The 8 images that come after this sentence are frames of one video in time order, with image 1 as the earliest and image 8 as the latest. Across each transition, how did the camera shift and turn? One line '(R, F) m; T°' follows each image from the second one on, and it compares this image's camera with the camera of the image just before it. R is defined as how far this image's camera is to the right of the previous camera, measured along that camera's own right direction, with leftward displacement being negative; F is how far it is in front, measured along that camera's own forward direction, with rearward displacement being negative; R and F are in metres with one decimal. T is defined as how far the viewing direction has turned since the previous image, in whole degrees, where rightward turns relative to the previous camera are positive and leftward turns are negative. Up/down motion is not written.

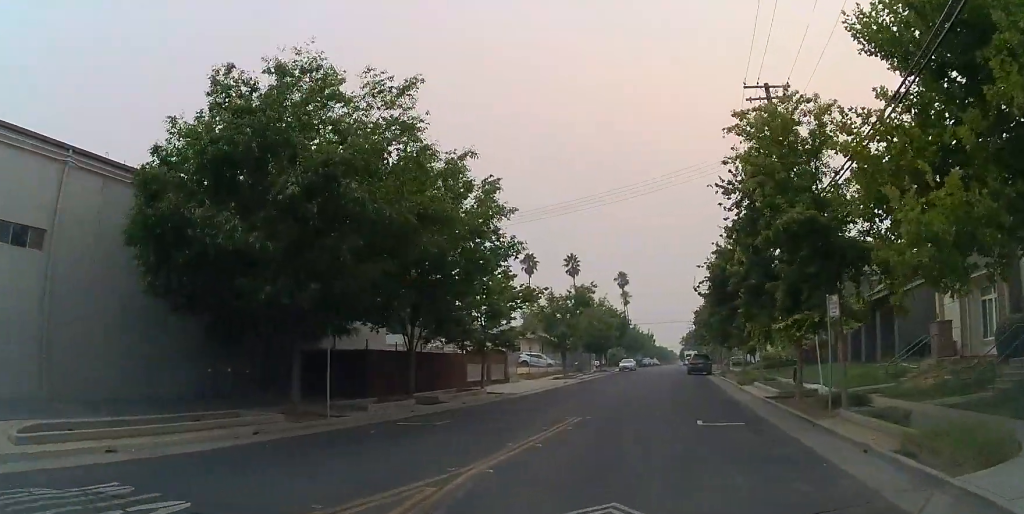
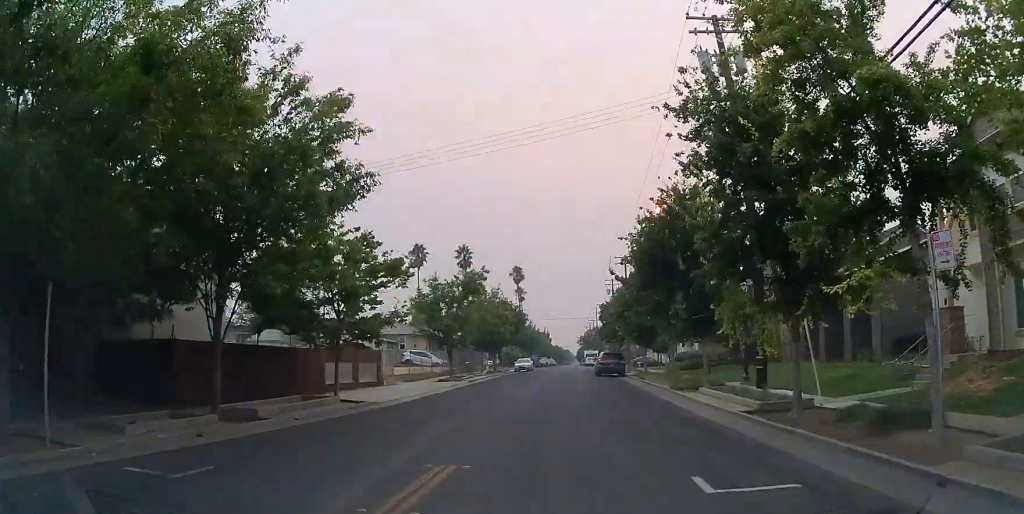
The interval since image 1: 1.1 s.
(+0.9, +6.0) m; +8°
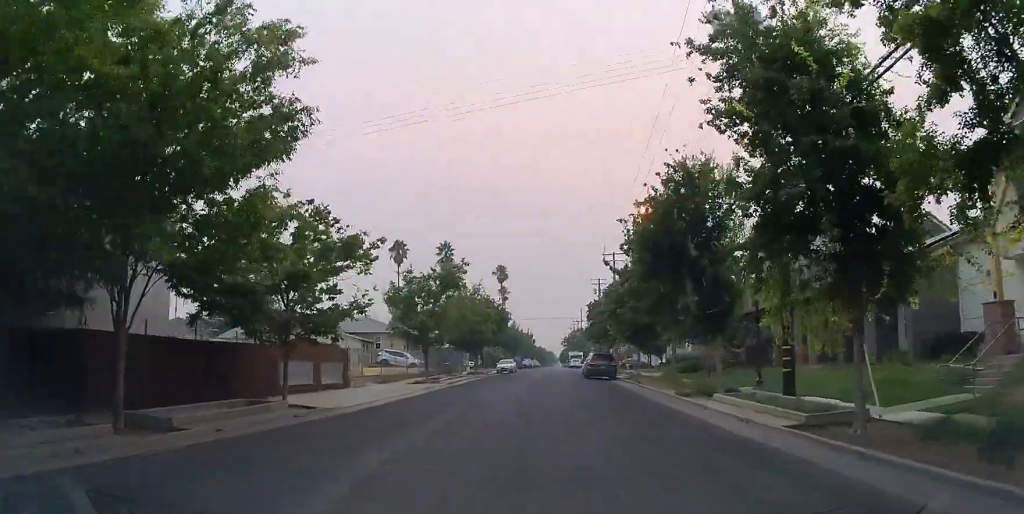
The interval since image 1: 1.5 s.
(-0.2, +2.8) m; 0°
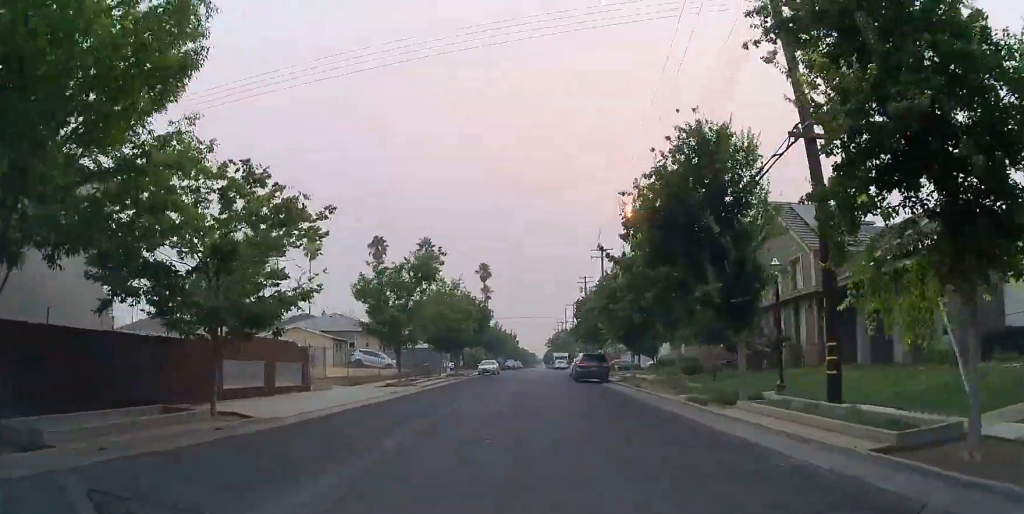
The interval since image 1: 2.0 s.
(+0.1, +3.1) m; +2°
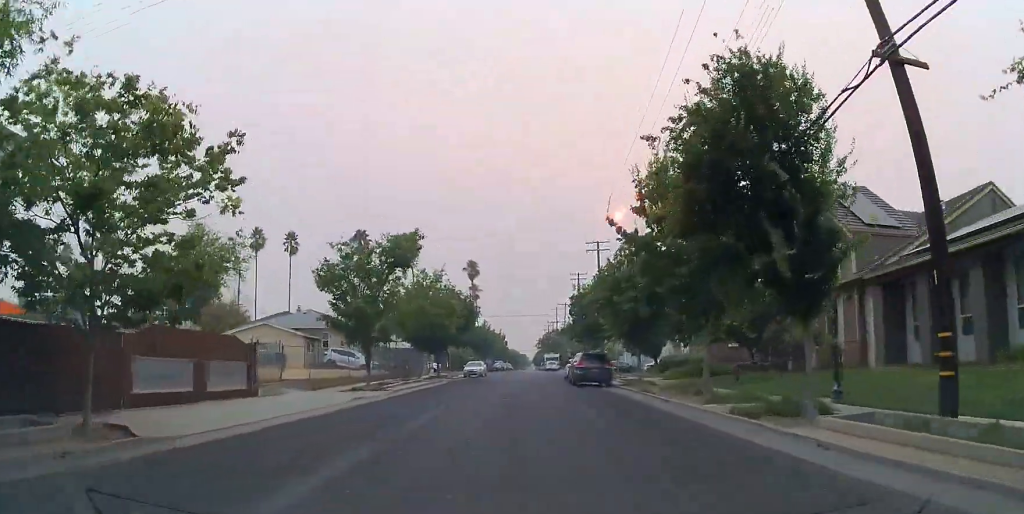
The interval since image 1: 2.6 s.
(+0.2, +4.2) m; +3°
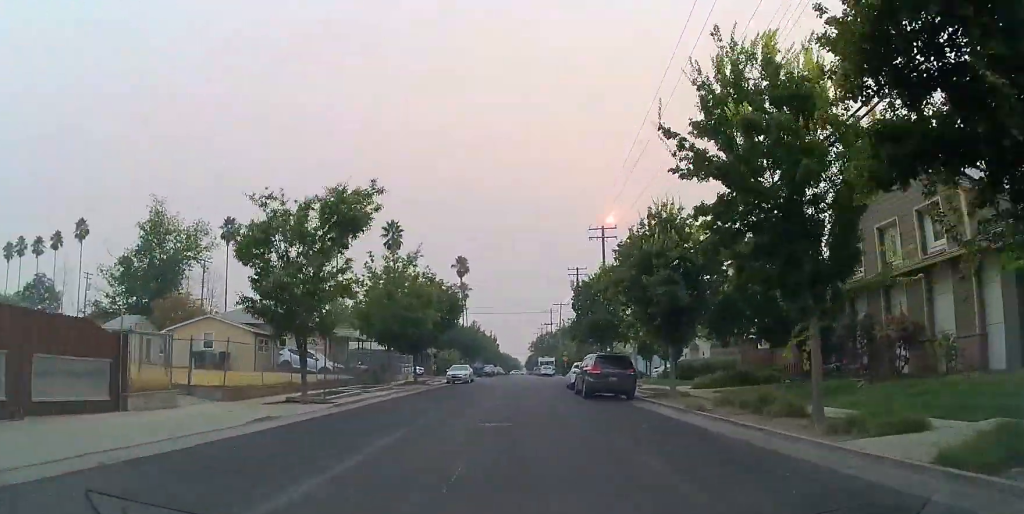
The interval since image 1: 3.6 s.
(0.0, +7.4) m; -3°
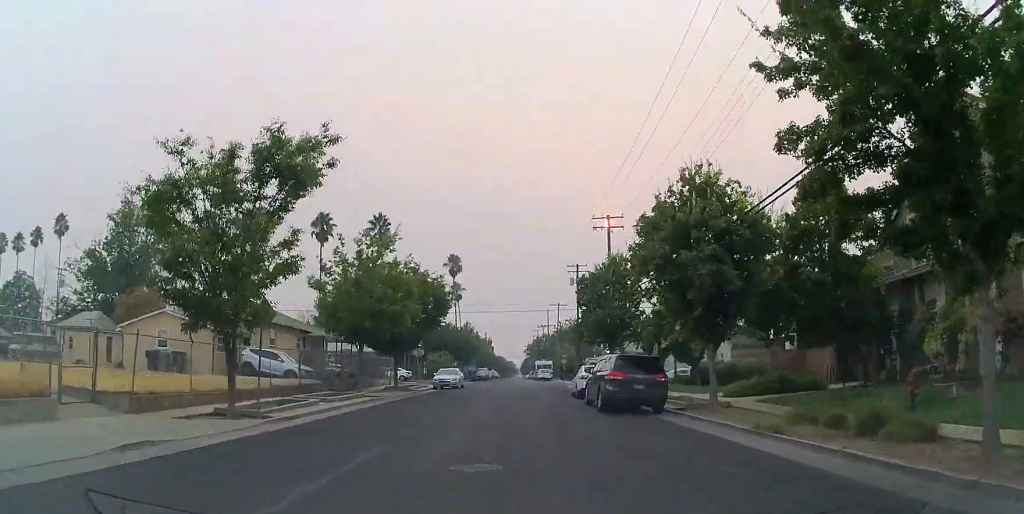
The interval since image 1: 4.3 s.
(-0.3, +5.0) m; 0°
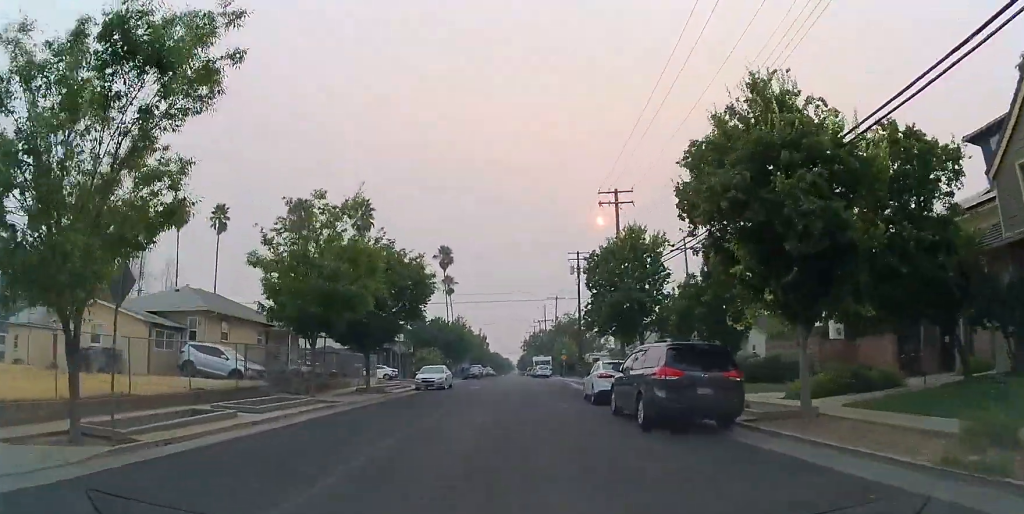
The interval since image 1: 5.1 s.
(0.0, +6.0) m; +2°
